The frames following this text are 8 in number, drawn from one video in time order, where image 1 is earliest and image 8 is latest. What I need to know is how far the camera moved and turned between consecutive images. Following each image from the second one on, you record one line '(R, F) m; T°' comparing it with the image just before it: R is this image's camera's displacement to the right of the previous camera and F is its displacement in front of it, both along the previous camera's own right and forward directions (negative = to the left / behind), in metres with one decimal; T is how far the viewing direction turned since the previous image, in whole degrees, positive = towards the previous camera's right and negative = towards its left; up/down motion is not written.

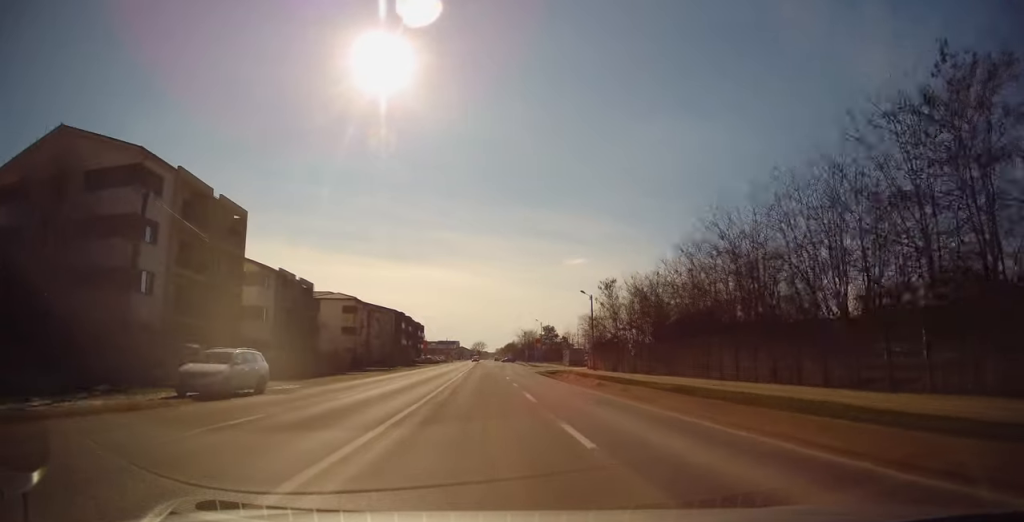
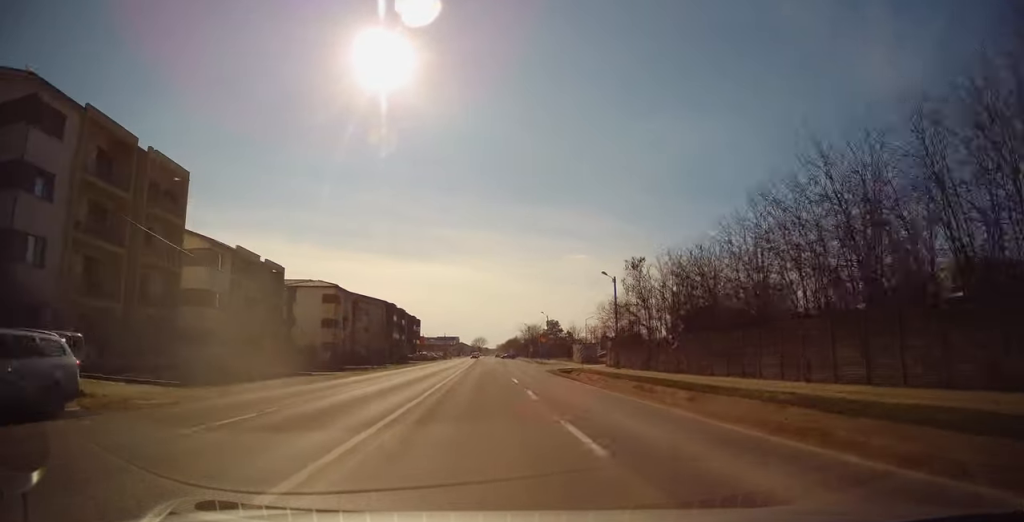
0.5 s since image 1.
(+0.2, +10.2) m; 0°
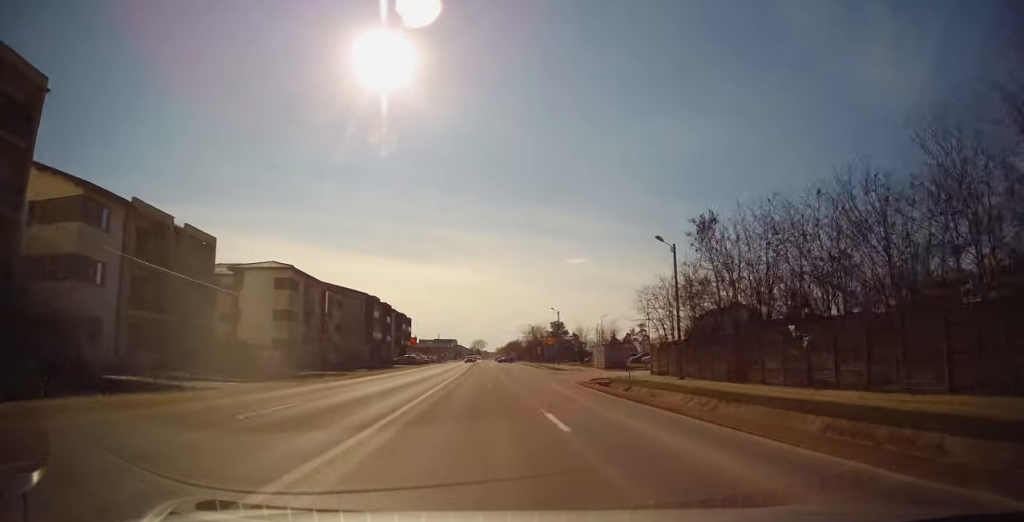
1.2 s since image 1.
(0.0, +15.6) m; 0°
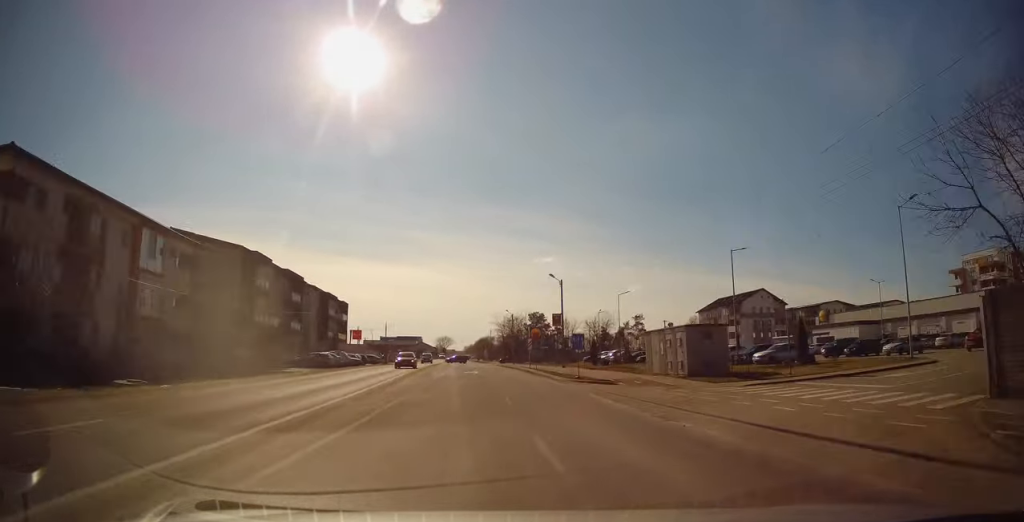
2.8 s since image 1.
(+0.4, +32.0) m; +3°
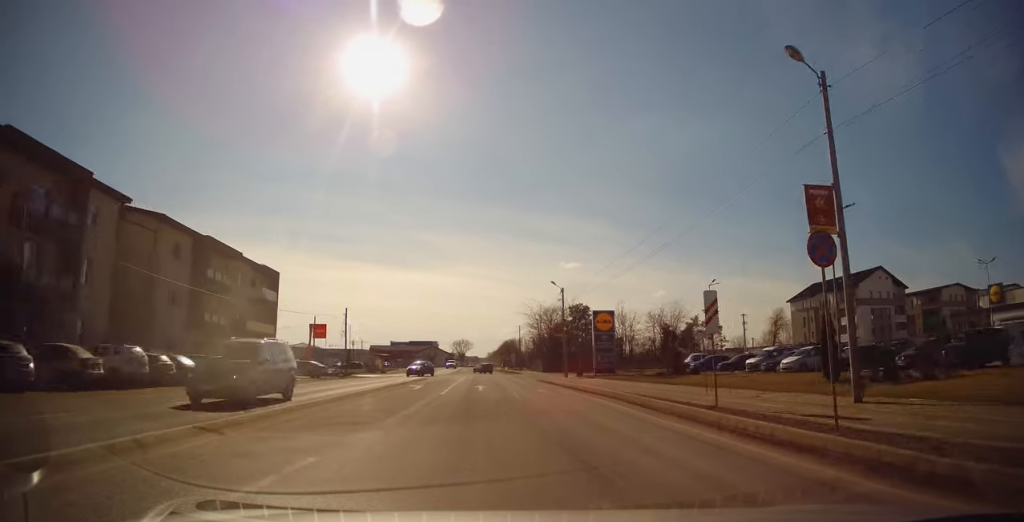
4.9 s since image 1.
(-0.4, +39.5) m; -2°
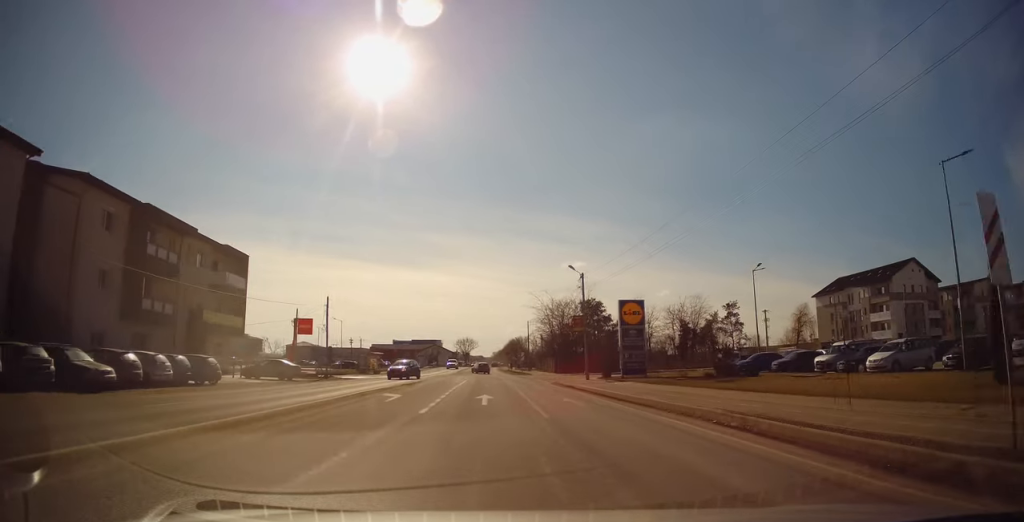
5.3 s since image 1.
(0.0, +8.3) m; 0°
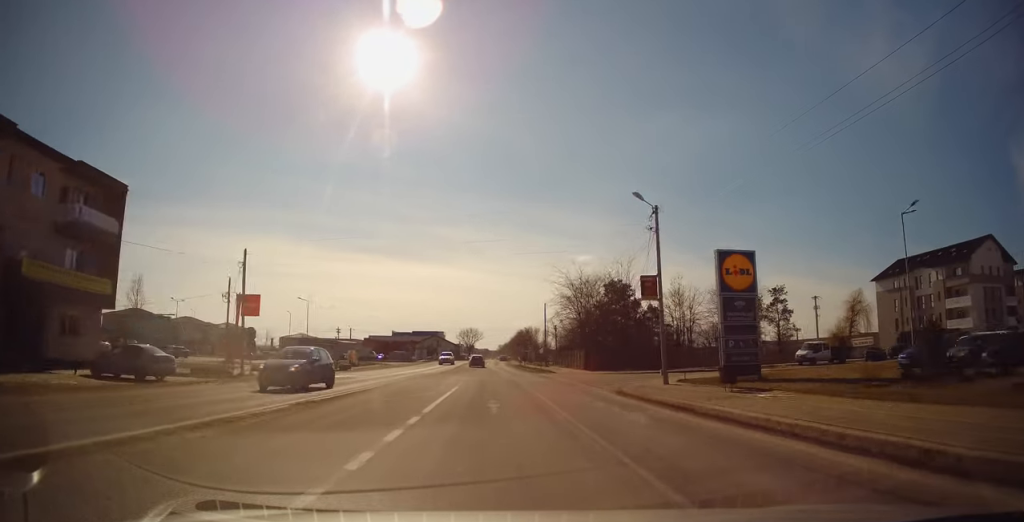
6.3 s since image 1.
(+0.1, +17.6) m; 0°
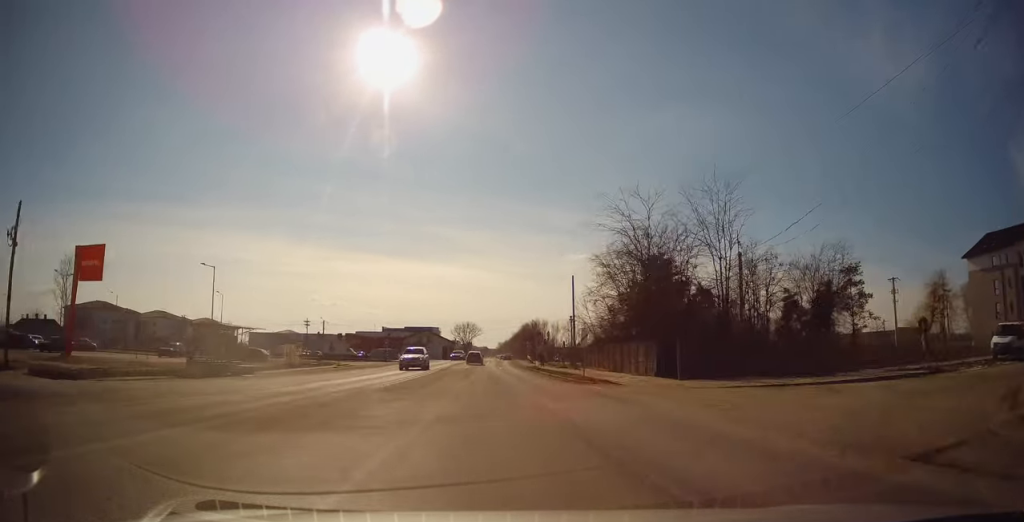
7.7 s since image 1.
(+0.1, +22.8) m; -1°
